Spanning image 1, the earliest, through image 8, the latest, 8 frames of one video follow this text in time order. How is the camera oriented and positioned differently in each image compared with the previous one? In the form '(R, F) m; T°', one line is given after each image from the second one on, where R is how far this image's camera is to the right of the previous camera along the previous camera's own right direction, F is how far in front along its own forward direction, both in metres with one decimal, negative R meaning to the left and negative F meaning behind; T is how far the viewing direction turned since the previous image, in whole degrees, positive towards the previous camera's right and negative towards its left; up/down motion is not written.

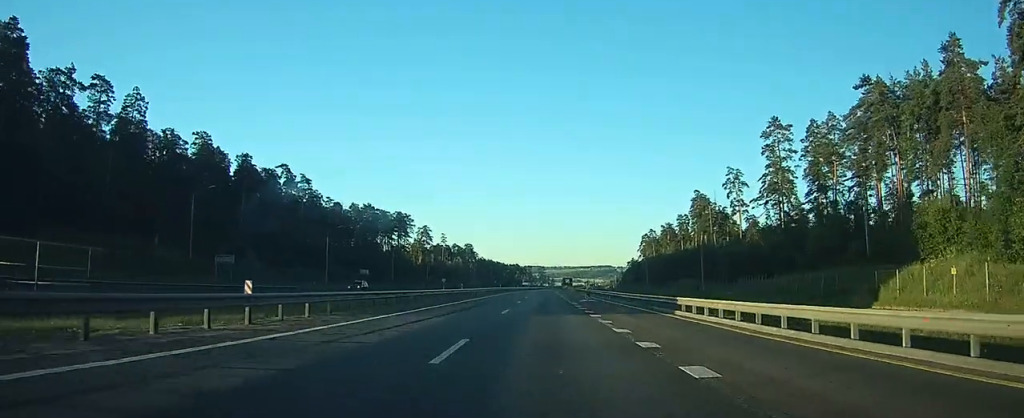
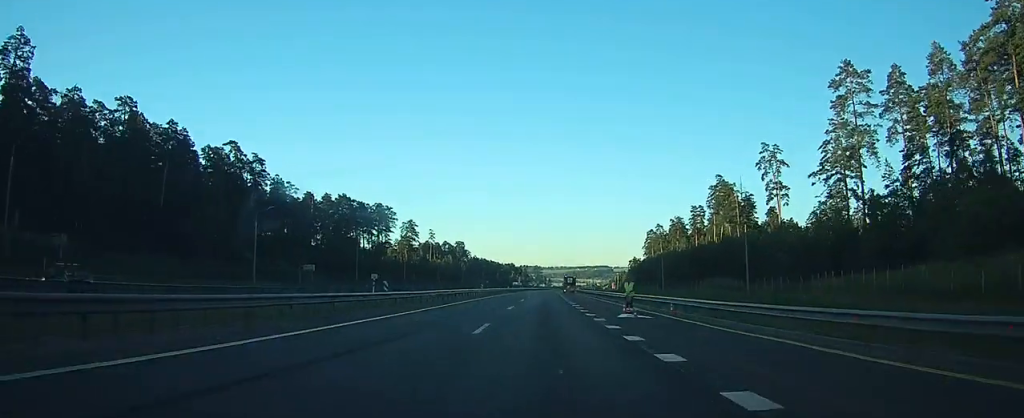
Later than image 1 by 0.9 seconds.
(+0.1, +26.2) m; +1°
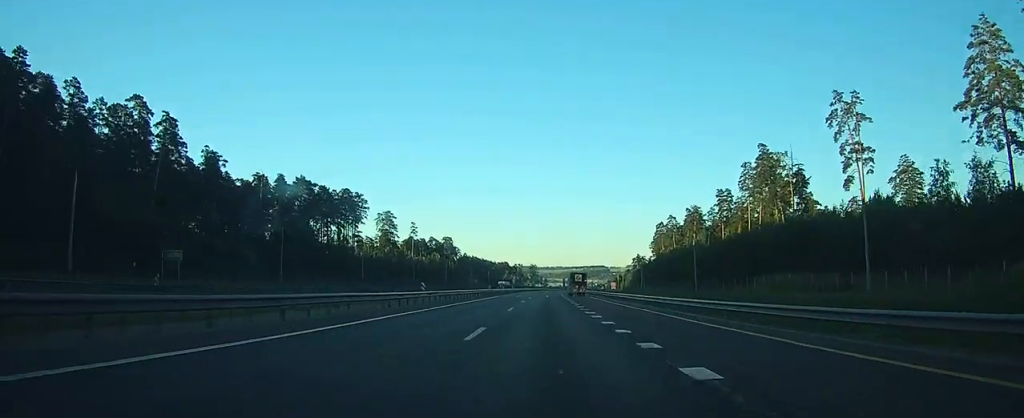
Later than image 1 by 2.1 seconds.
(+0.2, +33.7) m; 0°
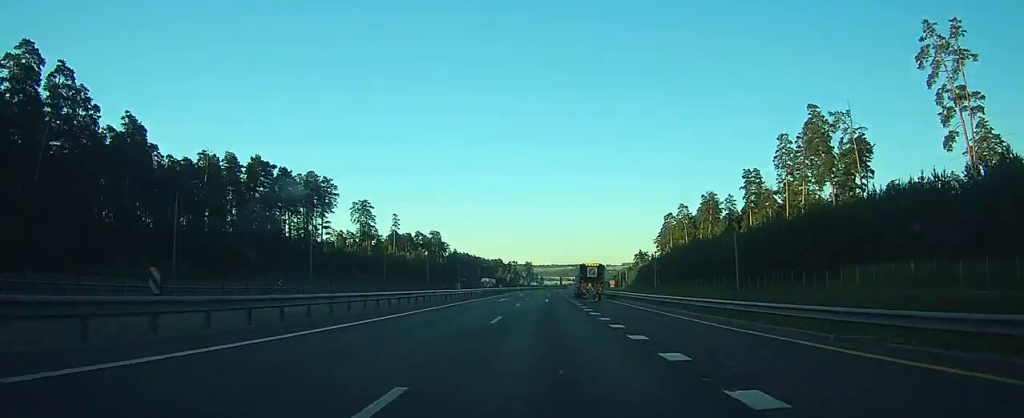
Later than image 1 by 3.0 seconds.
(+0.1, +25.9) m; 0°
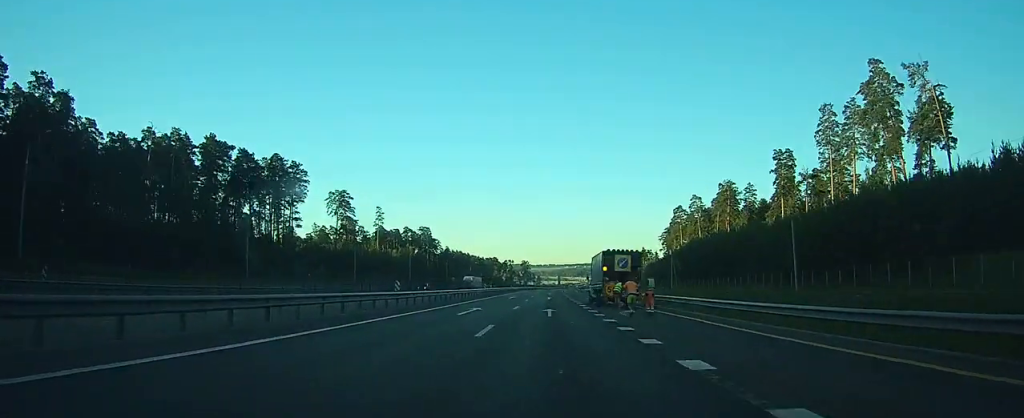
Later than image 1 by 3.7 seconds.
(0.0, +21.0) m; 0°
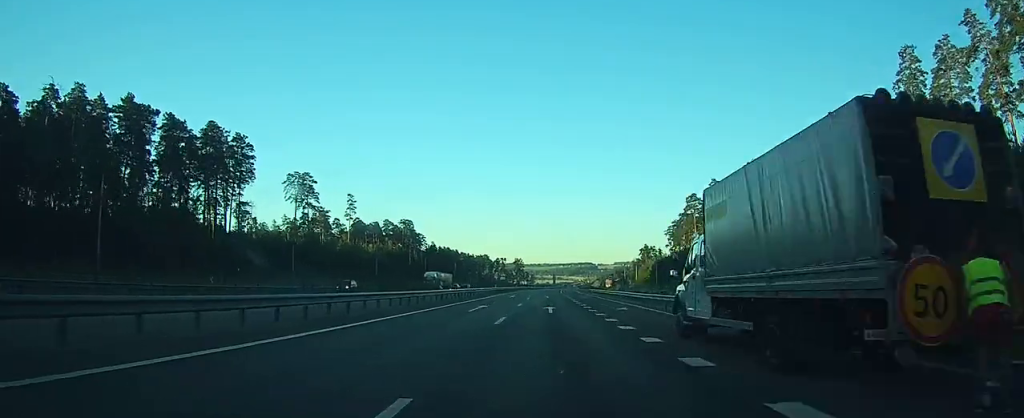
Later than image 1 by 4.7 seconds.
(+0.1, +27.7) m; 0°
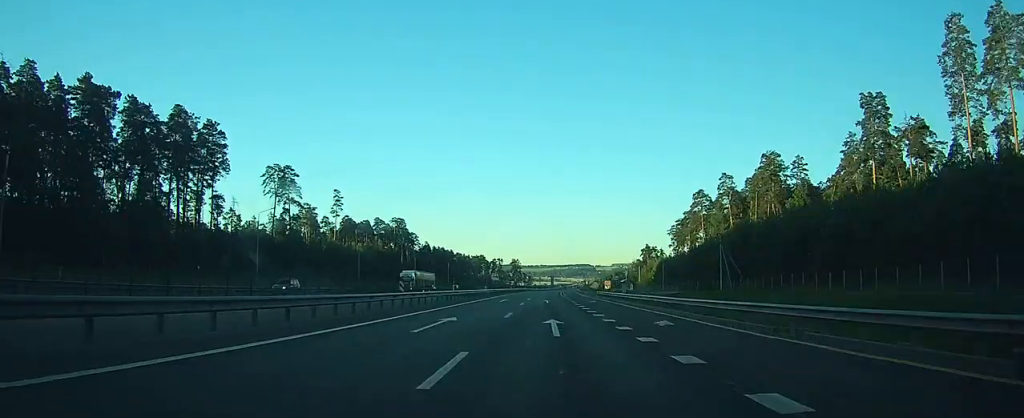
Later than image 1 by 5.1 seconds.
(0.0, +11.4) m; 0°
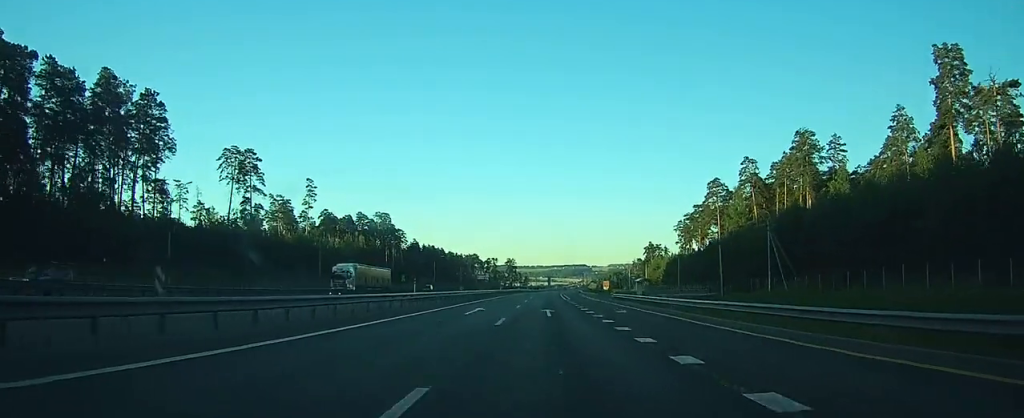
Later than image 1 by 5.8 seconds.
(+0.1, +20.0) m; 0°
